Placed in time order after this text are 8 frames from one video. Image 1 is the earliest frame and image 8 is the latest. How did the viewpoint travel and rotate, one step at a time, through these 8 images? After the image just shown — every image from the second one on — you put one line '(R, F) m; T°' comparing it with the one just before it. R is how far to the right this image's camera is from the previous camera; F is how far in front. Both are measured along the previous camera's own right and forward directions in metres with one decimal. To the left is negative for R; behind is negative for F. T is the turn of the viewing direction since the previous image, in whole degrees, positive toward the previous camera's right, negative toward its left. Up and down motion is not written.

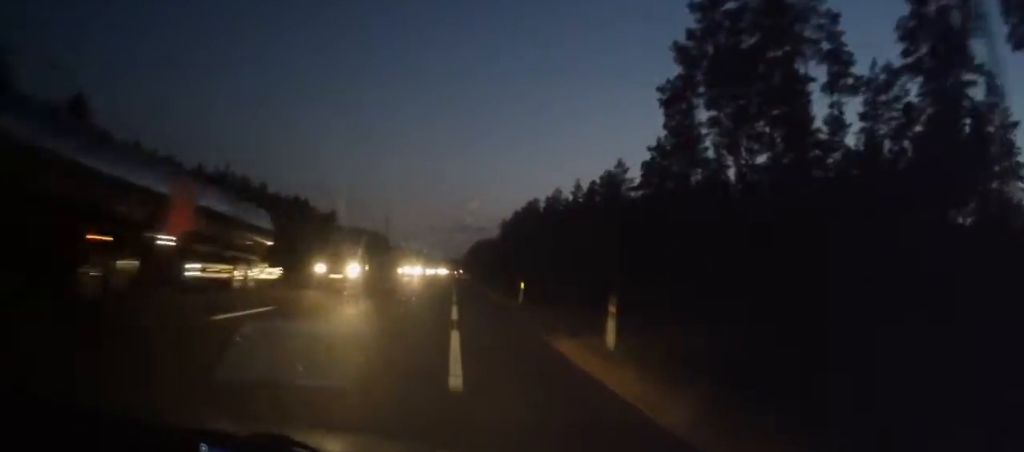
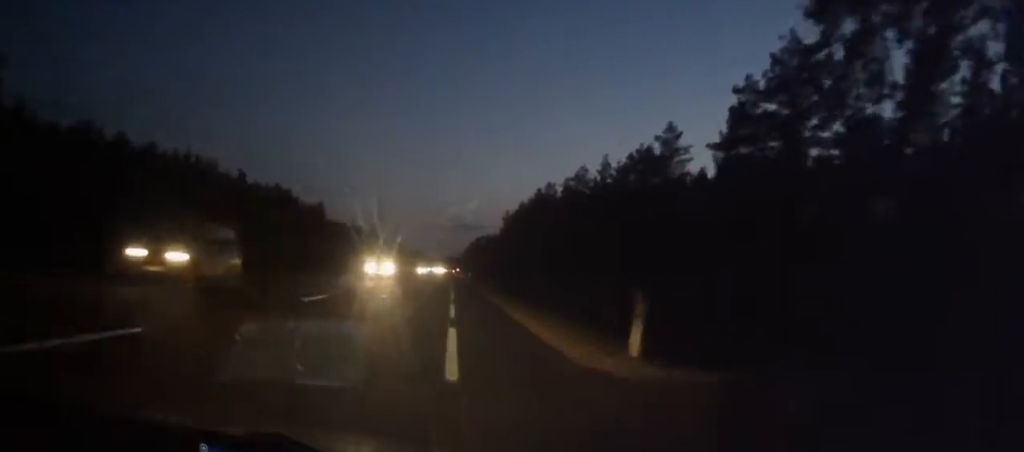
(-0.1, +17.8) m; -1°
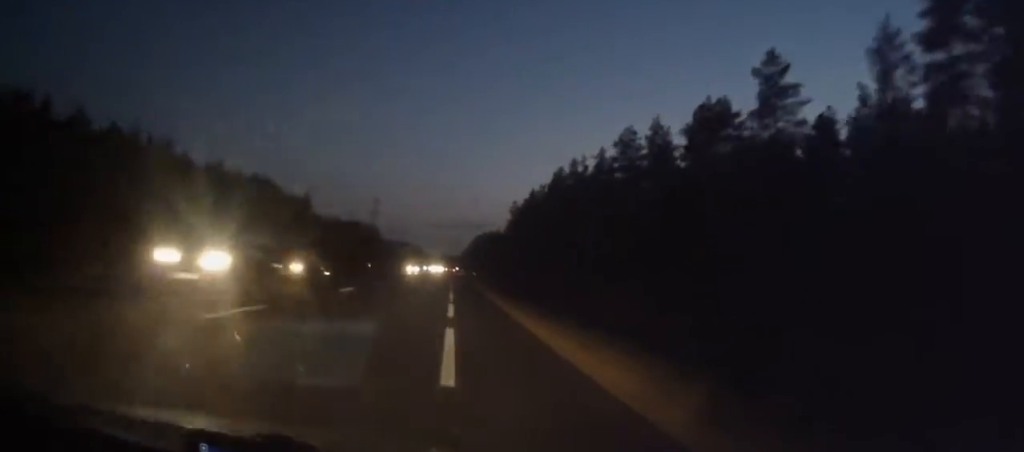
(-0.1, +18.6) m; 0°
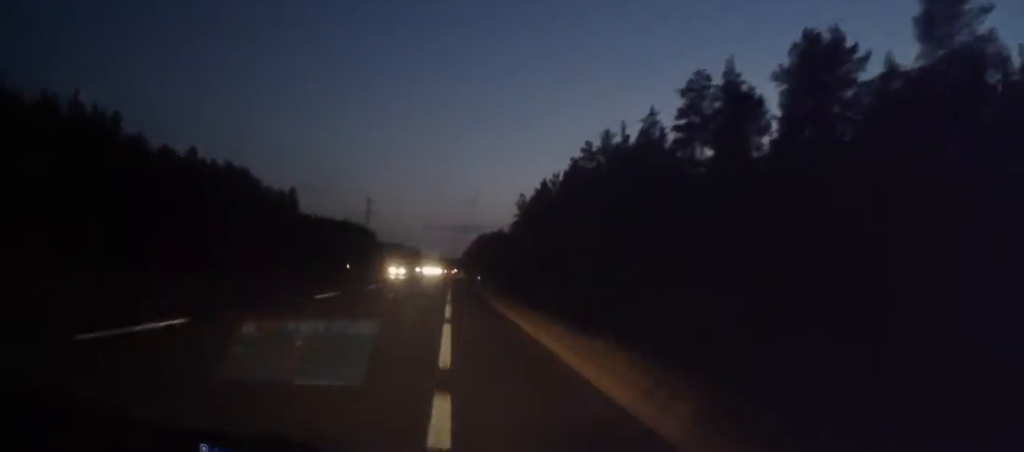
(-0.1, +15.8) m; 0°
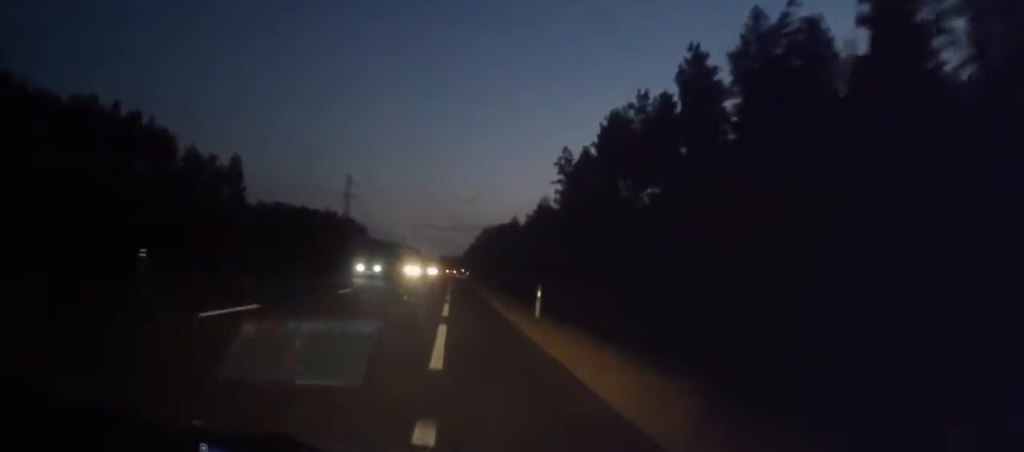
(+0.4, +44.0) m; 0°
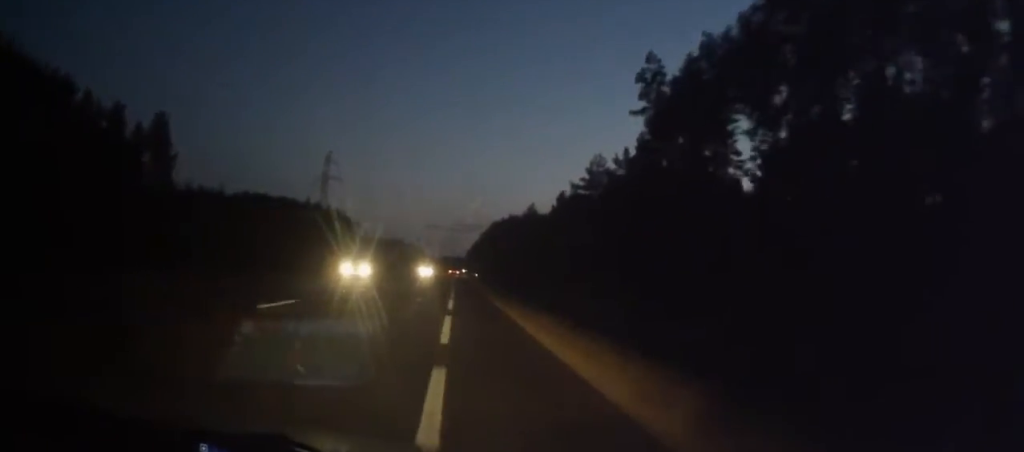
(+0.2, +33.2) m; 0°
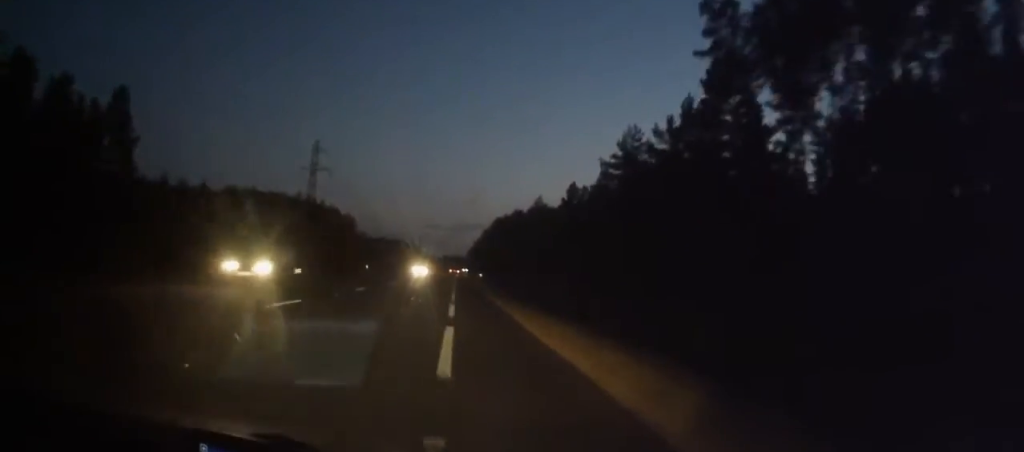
(-0.1, +12.0) m; 0°
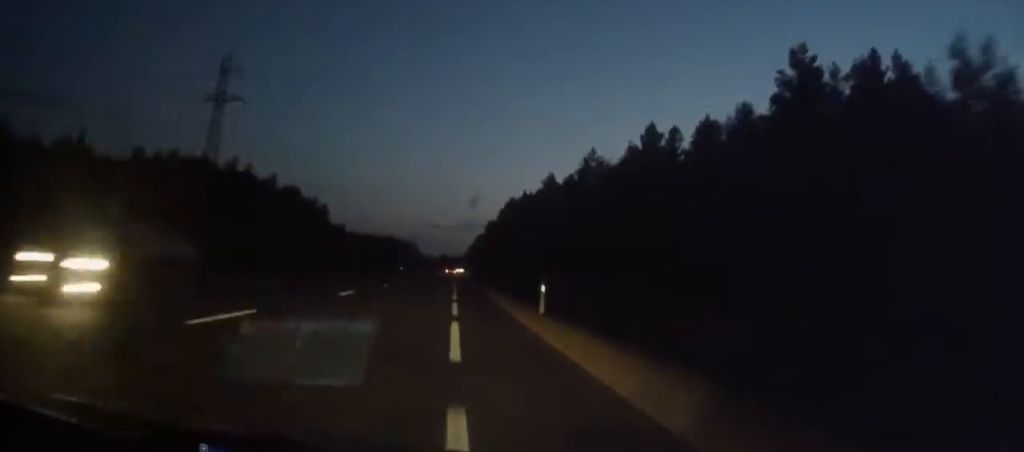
(-0.6, +52.4) m; 0°
